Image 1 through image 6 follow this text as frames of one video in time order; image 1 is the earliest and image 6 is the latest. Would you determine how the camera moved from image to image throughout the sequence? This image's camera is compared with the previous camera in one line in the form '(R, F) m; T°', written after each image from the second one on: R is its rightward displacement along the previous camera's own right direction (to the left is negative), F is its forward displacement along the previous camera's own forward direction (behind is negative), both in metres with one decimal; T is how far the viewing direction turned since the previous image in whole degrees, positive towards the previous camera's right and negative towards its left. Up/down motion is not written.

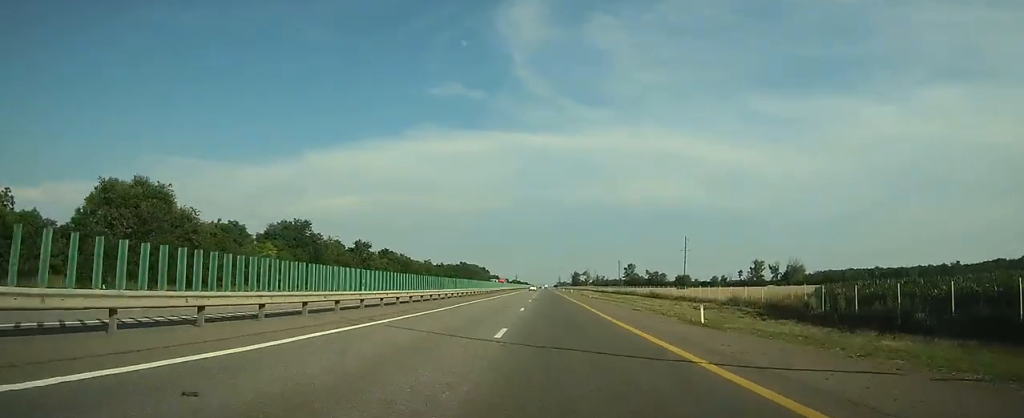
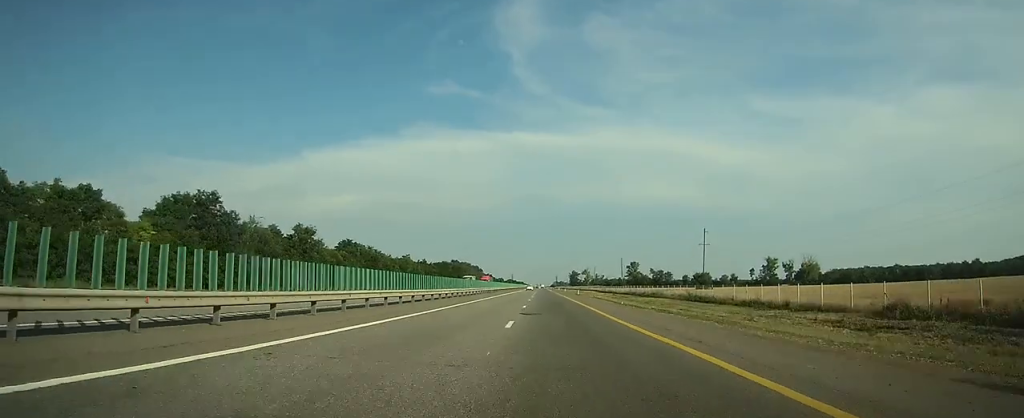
(0.0, +29.3) m; 0°
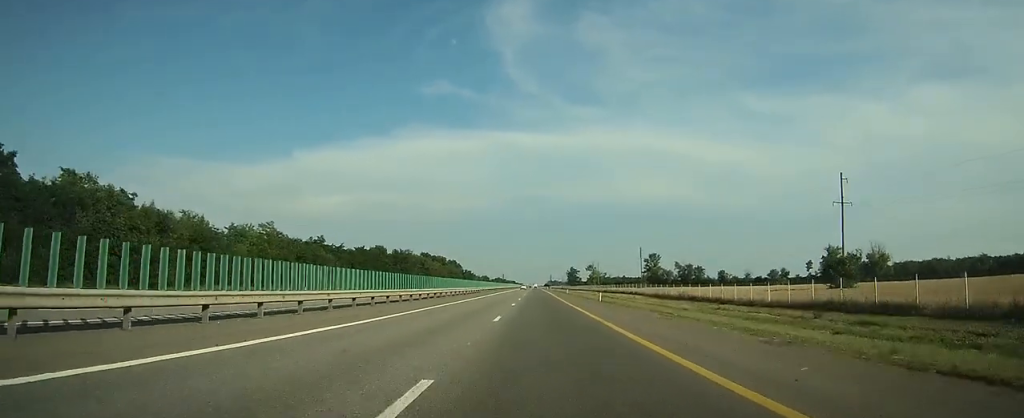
(+0.5, +93.1) m; +1°
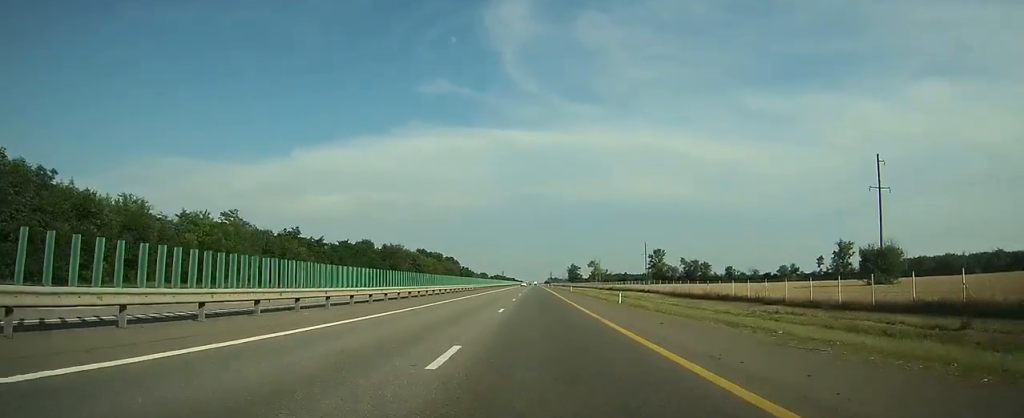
(0.0, +12.2) m; 0°
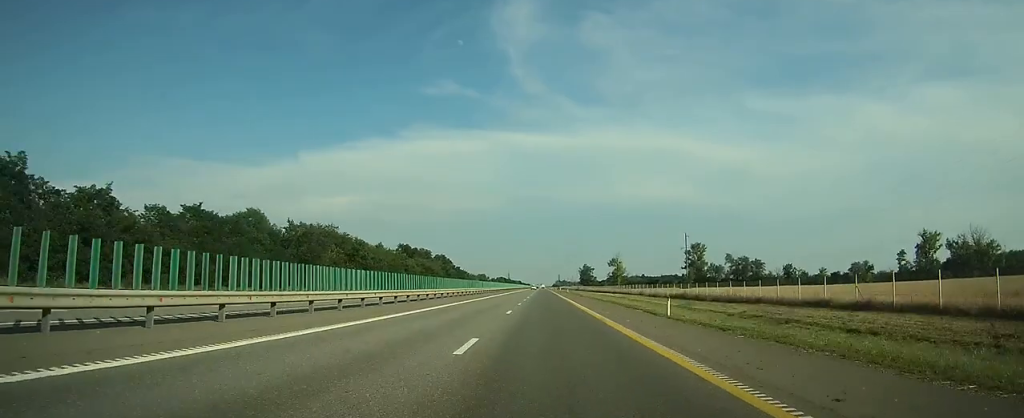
(+0.1, +62.7) m; 0°
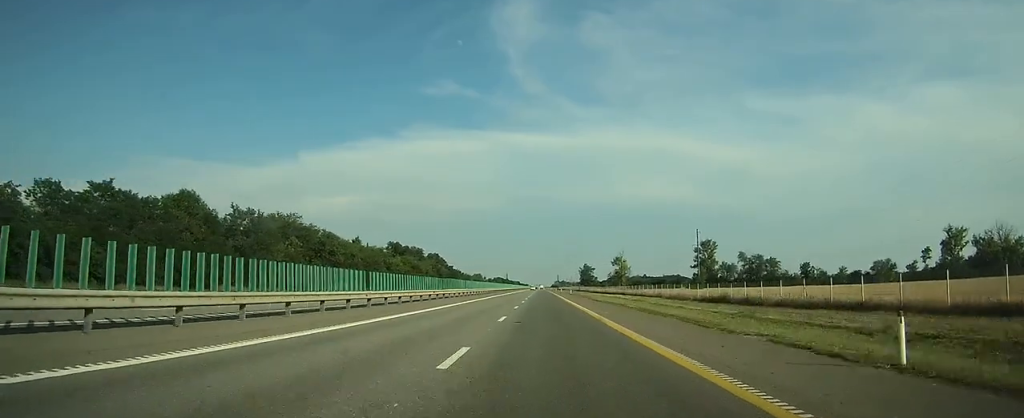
(0.0, +16.9) m; 0°
